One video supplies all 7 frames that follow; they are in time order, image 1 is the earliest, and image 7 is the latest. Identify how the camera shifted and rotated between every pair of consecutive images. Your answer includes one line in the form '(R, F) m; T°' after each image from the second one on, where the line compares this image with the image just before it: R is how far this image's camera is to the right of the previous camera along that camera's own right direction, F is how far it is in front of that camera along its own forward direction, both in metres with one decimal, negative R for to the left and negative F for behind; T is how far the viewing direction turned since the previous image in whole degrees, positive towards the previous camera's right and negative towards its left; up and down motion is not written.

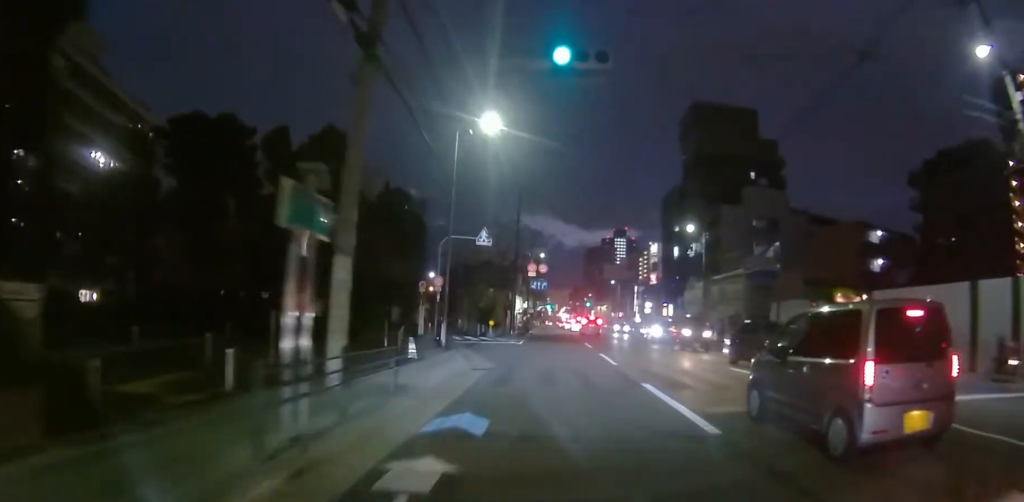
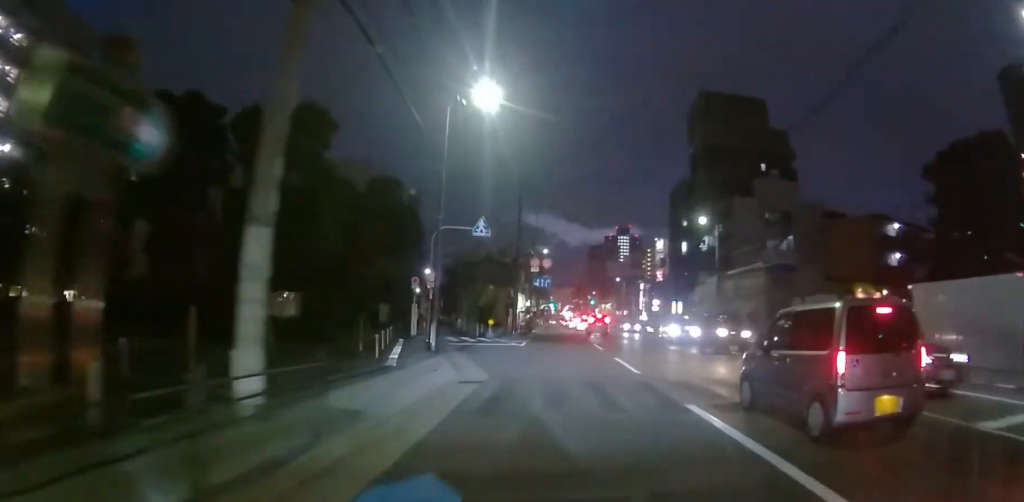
(-0.1, +3.5) m; +3°
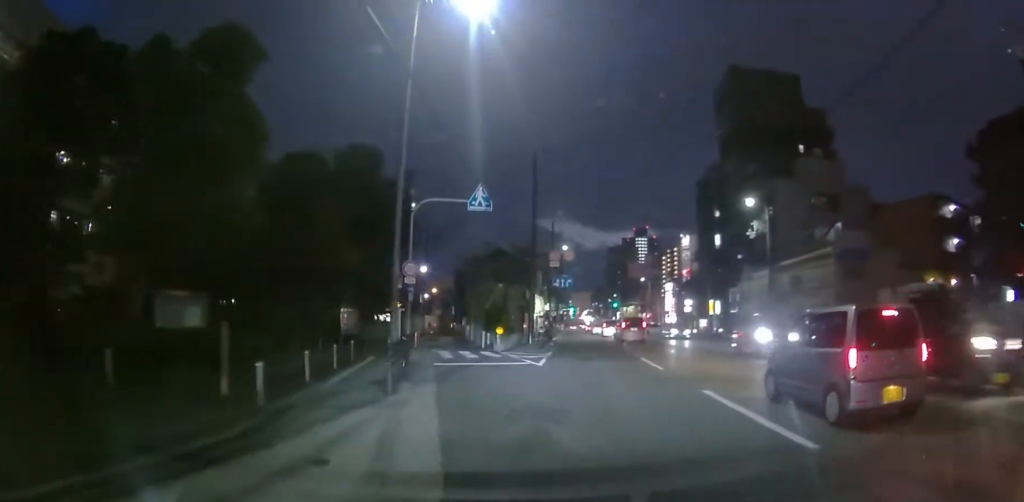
(+0.7, +8.1) m; +6°
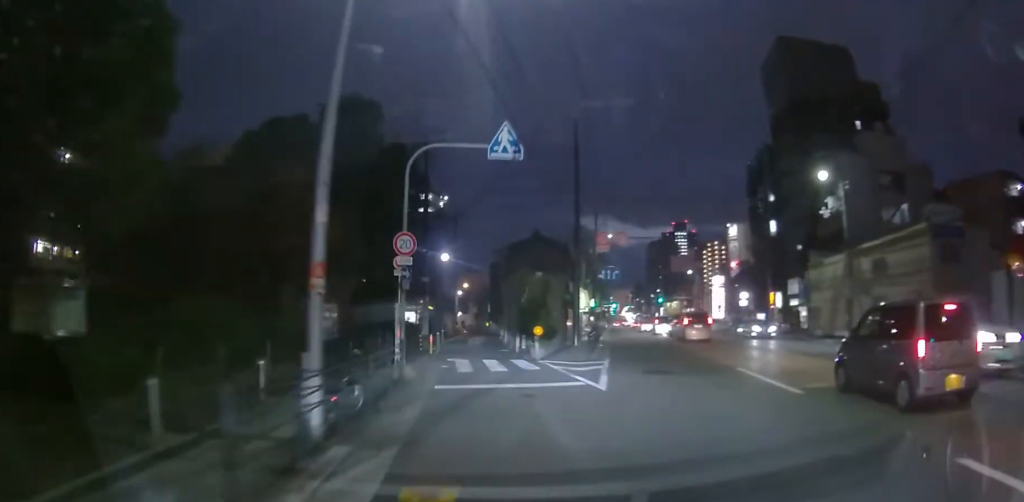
(-0.2, +6.1) m; -2°
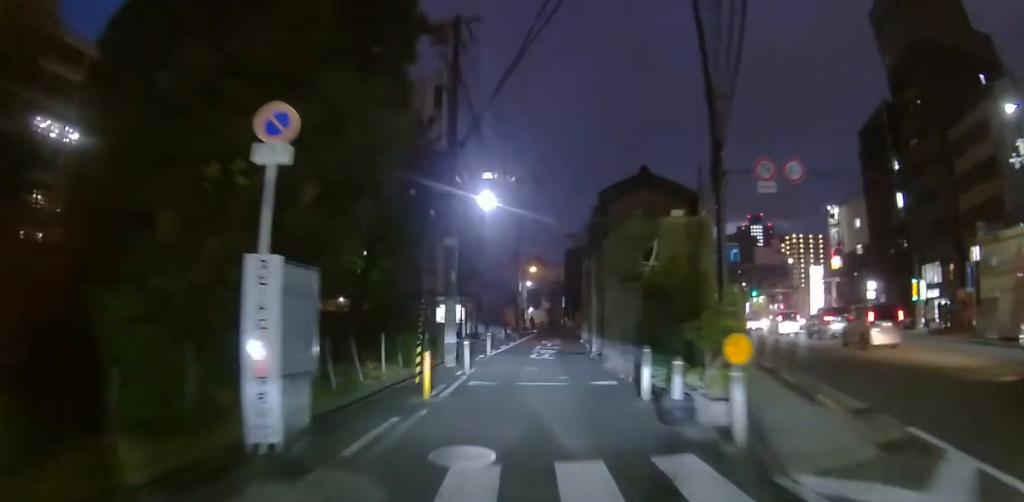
(-1.5, +13.6) m; -14°
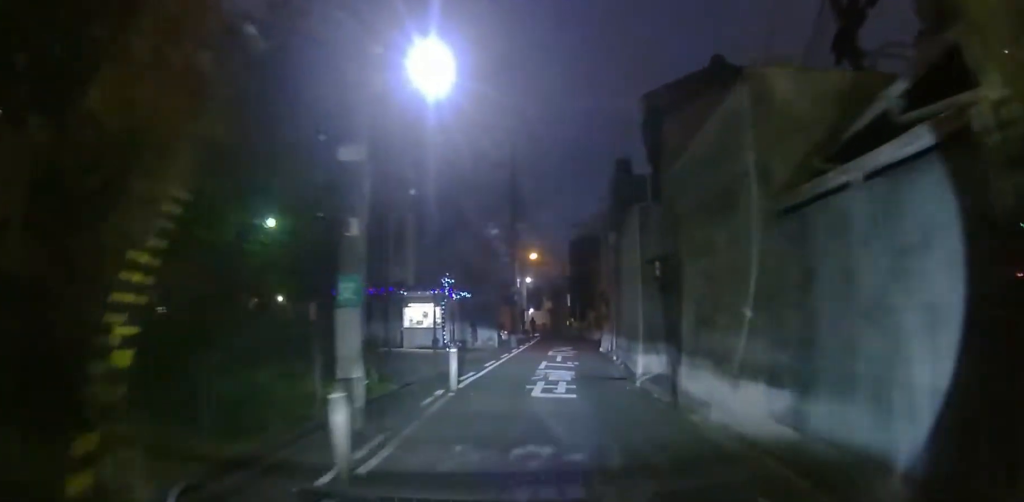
(-0.1, +9.3) m; -1°
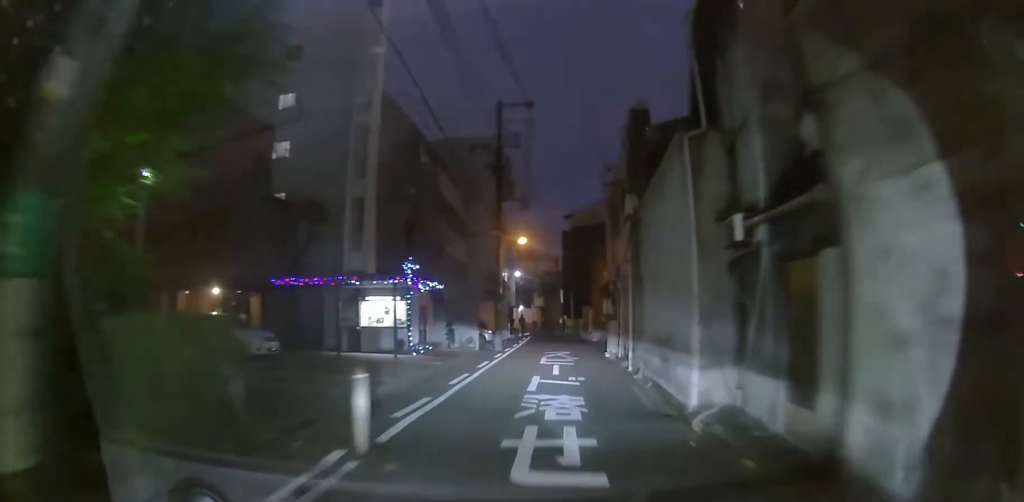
(0.0, +5.0) m; 0°
